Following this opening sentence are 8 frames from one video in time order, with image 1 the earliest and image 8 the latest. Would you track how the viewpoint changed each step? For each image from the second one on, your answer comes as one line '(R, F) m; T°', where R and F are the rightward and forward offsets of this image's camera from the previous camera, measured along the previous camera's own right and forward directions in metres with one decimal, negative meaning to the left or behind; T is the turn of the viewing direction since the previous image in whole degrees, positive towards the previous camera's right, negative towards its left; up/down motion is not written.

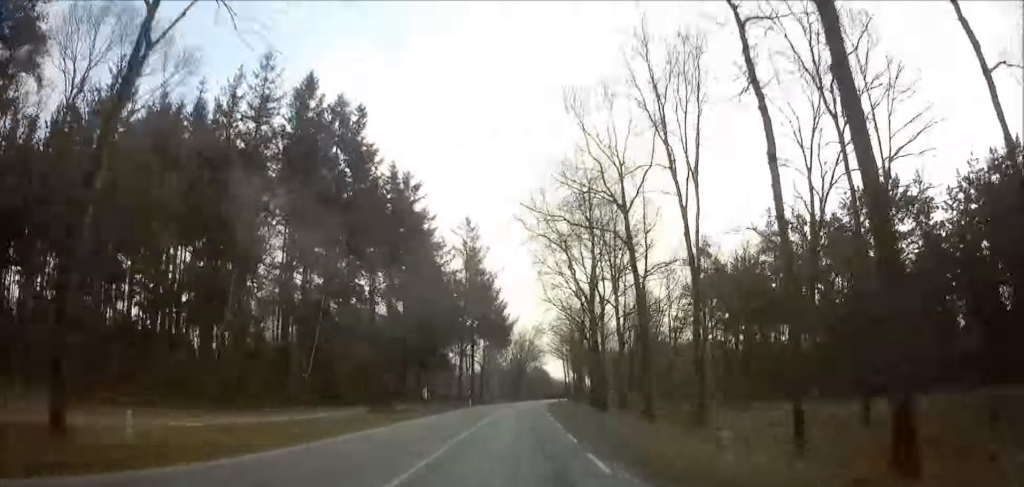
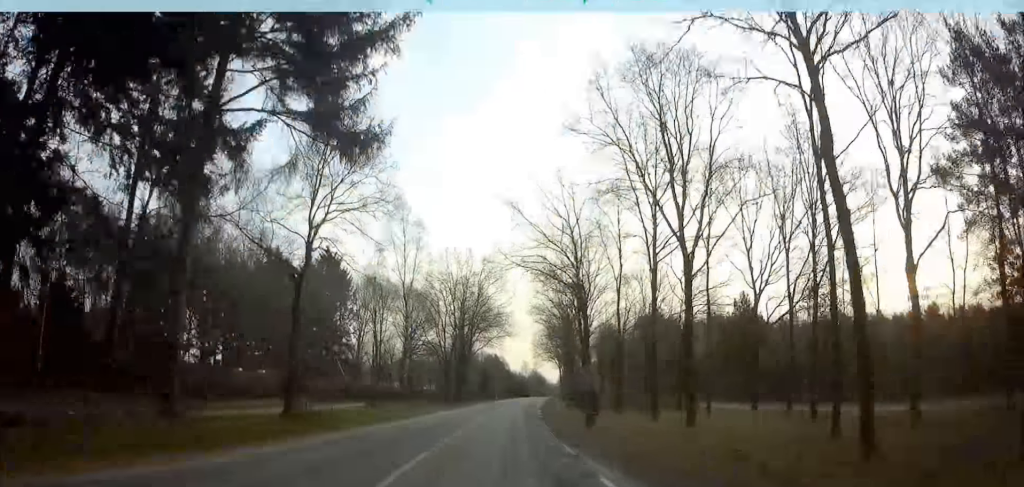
(+1.2, +64.7) m; +3°
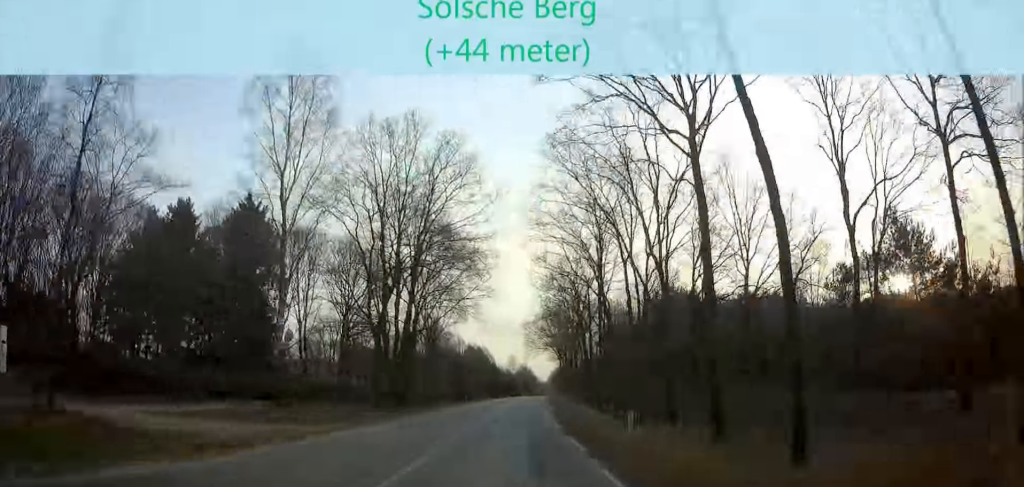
(+0.5, +30.4) m; +1°
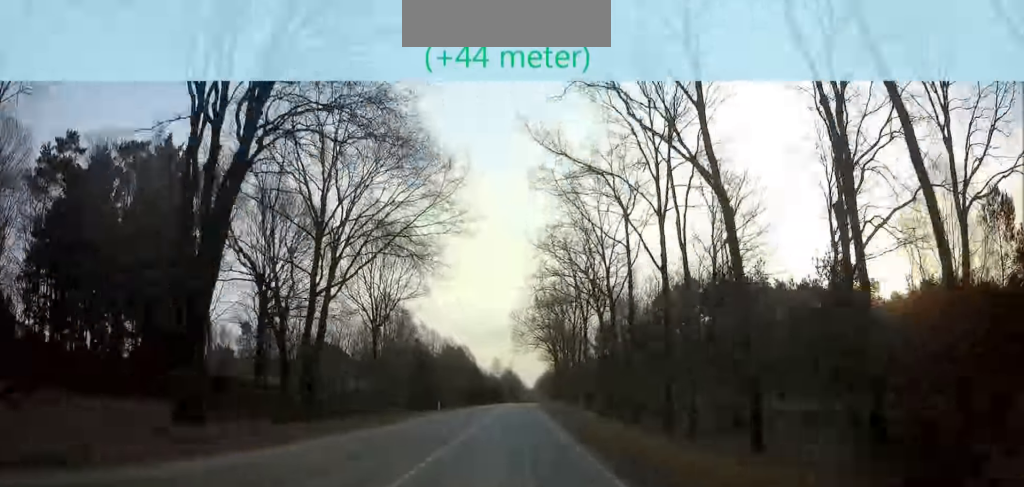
(+0.4, +19.9) m; +1°
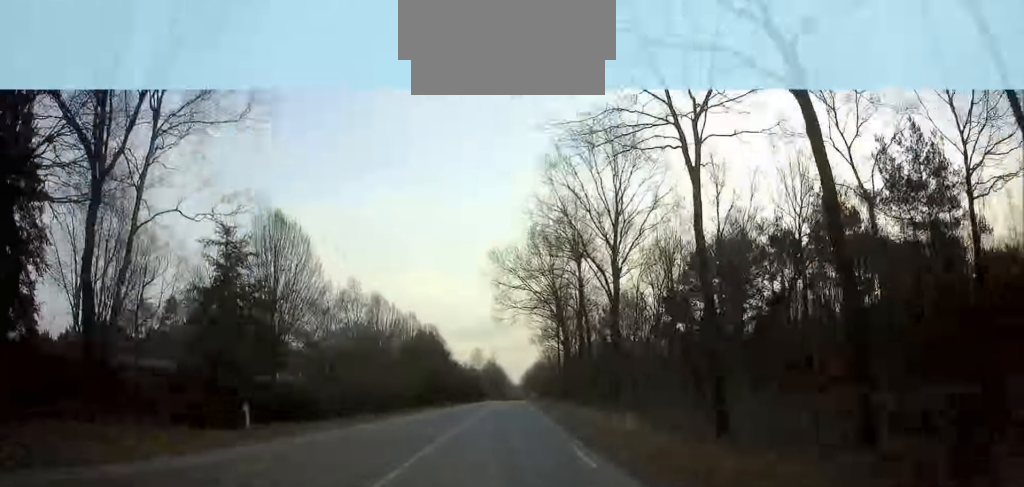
(+0.2, +30.5) m; +1°
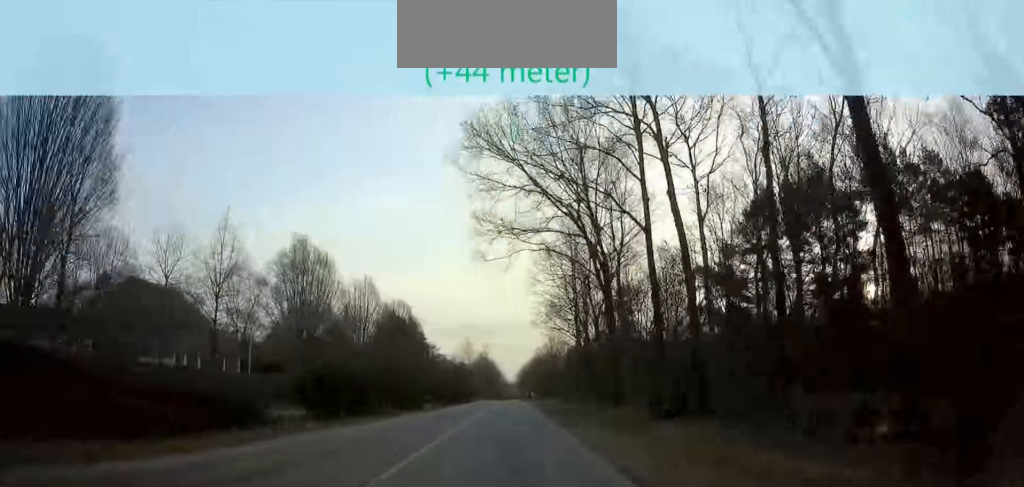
(-0.1, +22.9) m; 0°
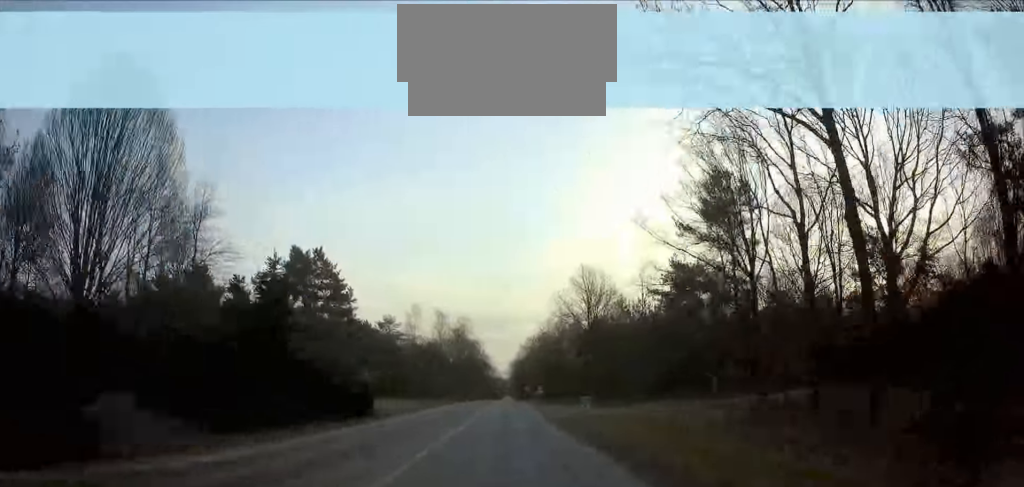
(+0.9, +57.1) m; +1°
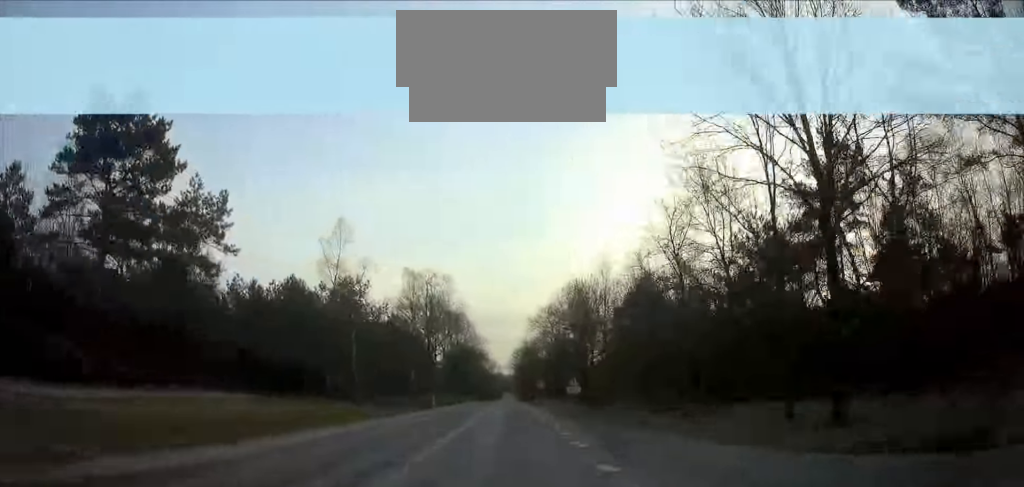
(+0.2, +38.5) m; 0°
